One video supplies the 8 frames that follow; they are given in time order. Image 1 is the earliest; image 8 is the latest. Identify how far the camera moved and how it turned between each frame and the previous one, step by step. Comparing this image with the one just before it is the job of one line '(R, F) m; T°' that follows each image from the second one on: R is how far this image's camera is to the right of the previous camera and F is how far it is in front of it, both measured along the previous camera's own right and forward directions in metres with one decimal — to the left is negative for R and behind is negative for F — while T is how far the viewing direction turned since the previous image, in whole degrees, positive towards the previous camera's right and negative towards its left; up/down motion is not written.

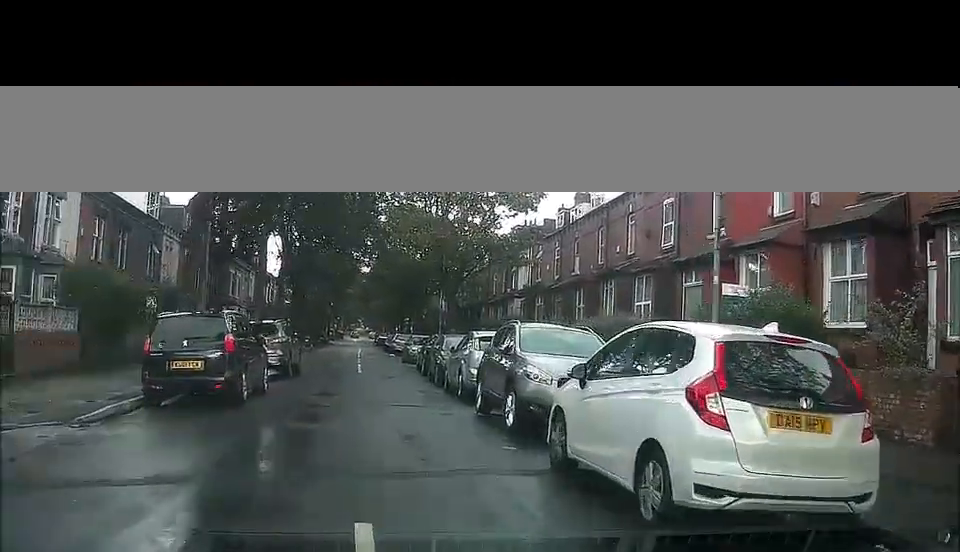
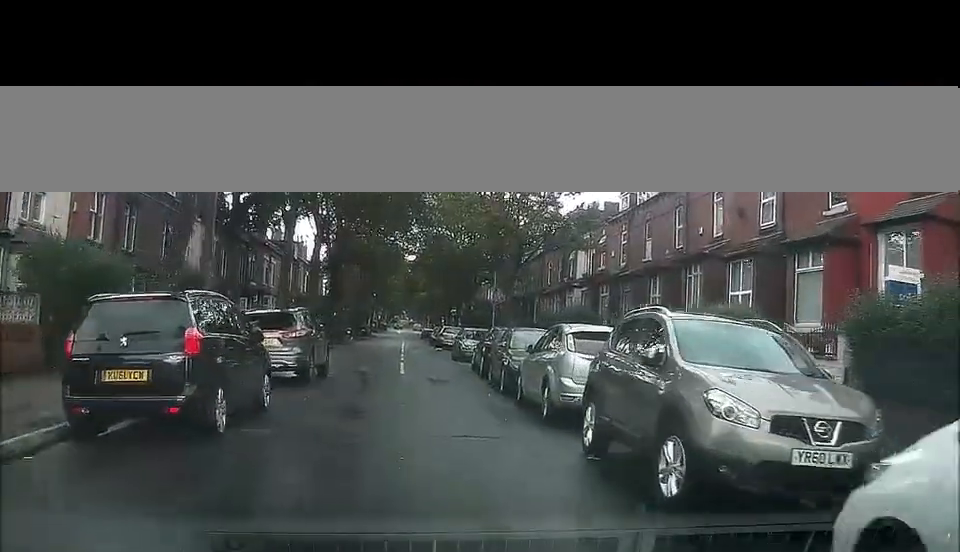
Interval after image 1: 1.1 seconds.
(0.0, +5.2) m; -4°
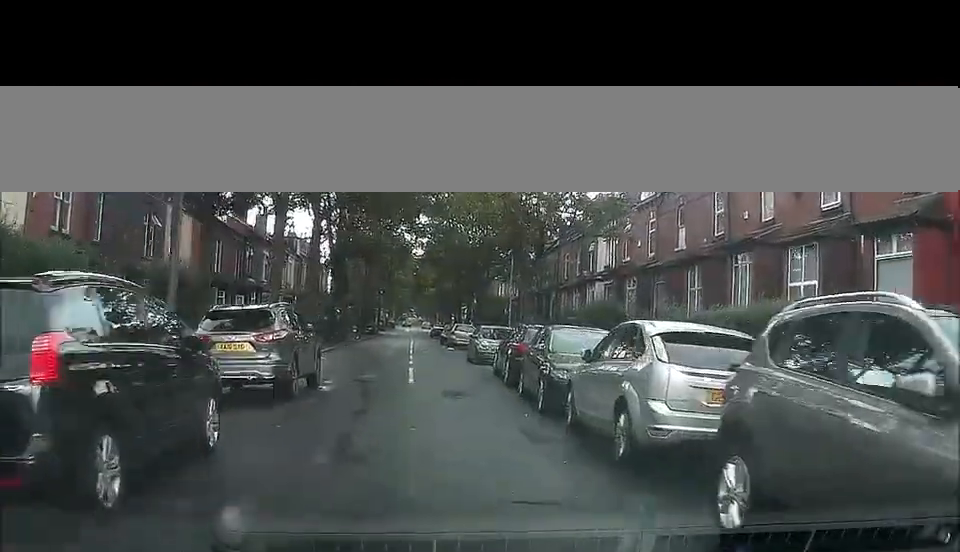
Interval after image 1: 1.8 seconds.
(-0.2, +3.2) m; -5°
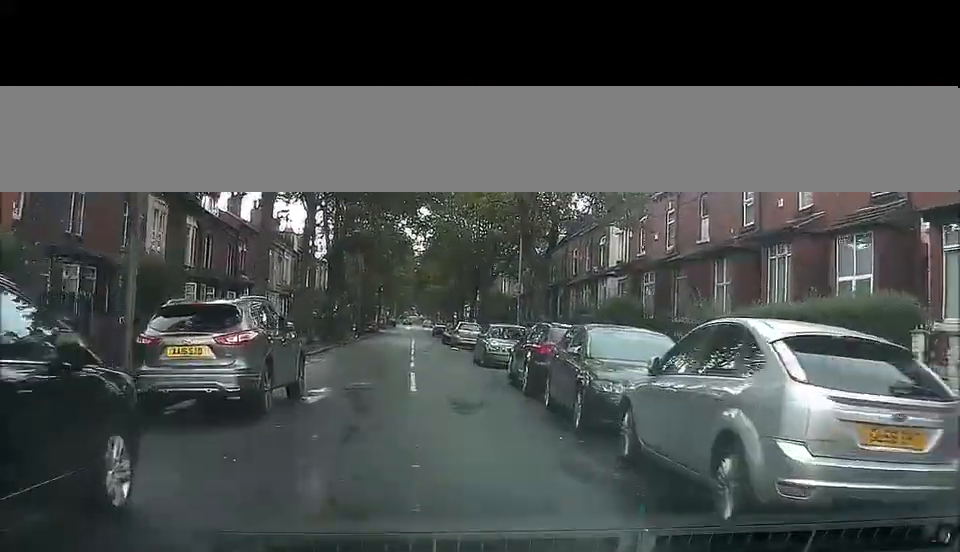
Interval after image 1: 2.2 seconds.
(-0.1, +1.9) m; -2°
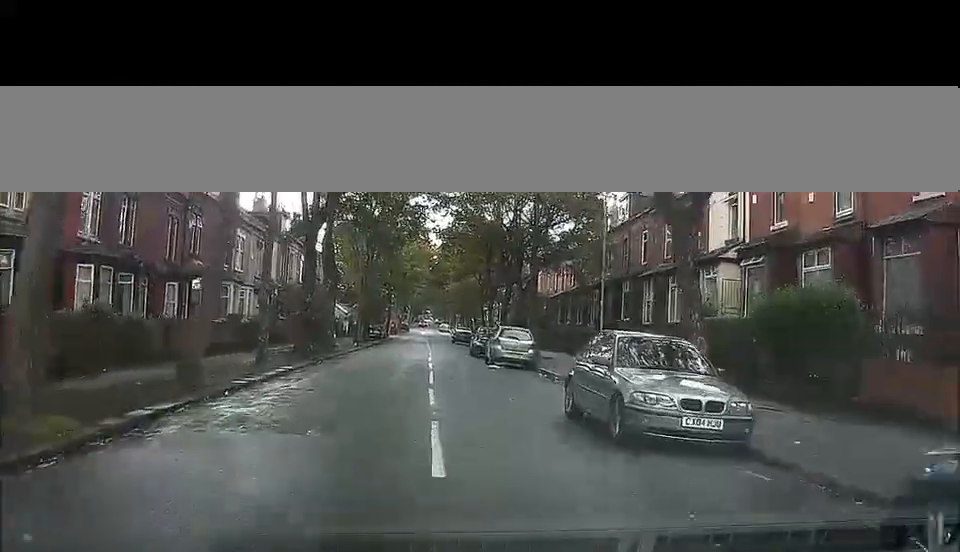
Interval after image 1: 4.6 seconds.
(0.0, +13.2) m; -4°
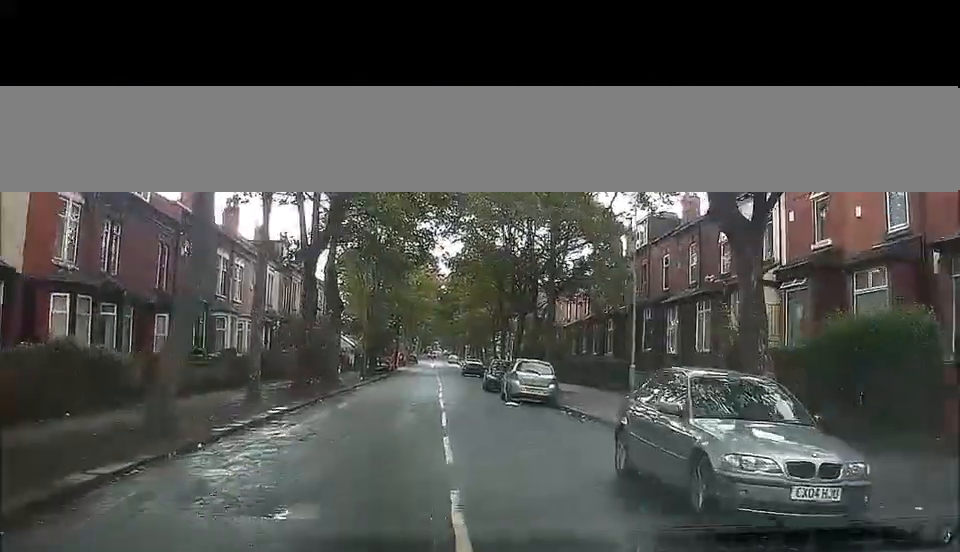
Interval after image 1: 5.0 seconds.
(-0.1, +2.8) m; -2°
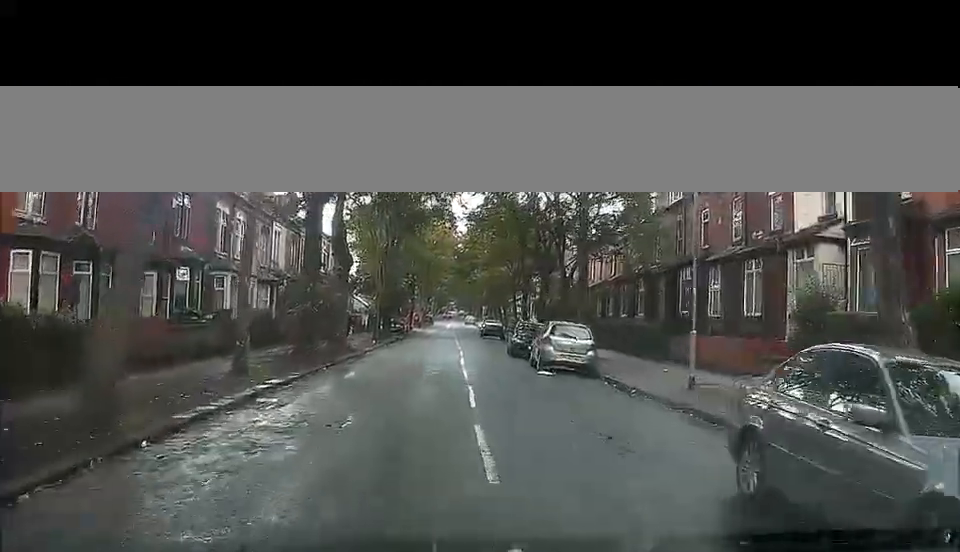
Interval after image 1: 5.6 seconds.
(-0.1, +3.6) m; -1°
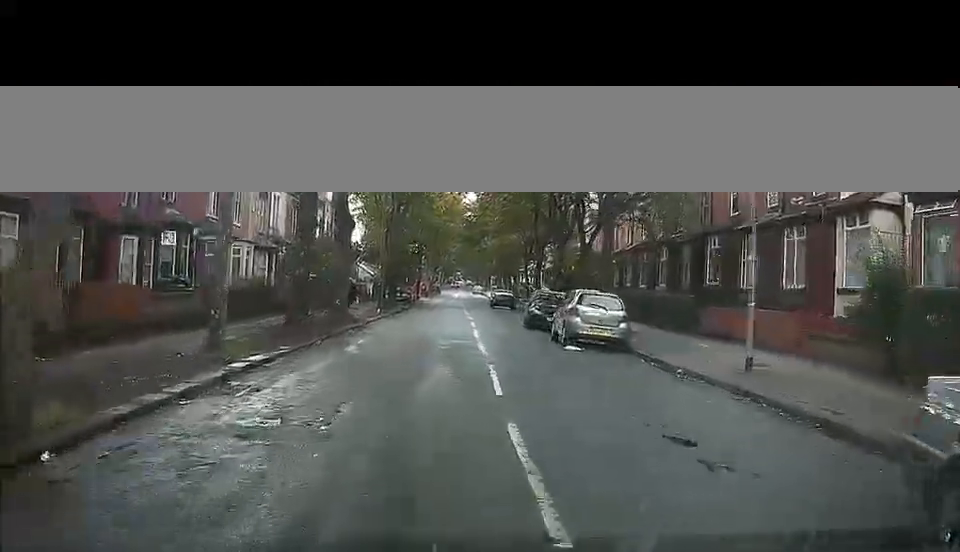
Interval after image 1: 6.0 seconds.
(-0.1, +2.7) m; +2°
